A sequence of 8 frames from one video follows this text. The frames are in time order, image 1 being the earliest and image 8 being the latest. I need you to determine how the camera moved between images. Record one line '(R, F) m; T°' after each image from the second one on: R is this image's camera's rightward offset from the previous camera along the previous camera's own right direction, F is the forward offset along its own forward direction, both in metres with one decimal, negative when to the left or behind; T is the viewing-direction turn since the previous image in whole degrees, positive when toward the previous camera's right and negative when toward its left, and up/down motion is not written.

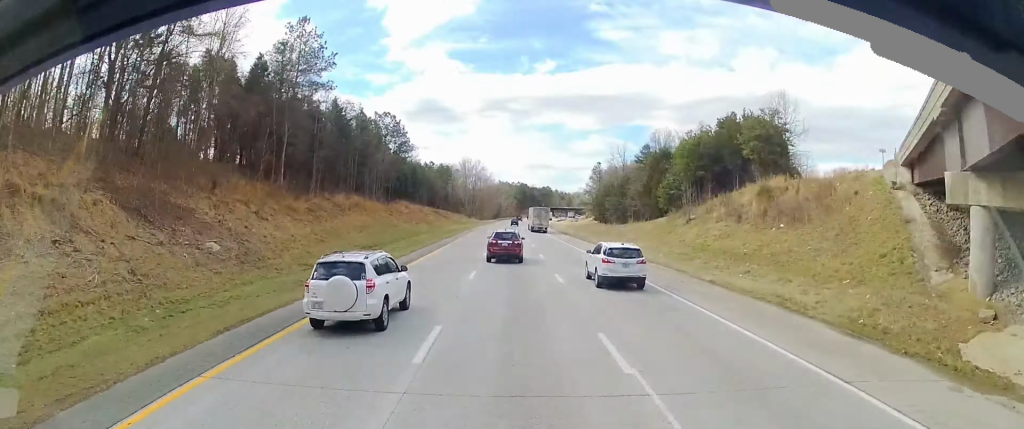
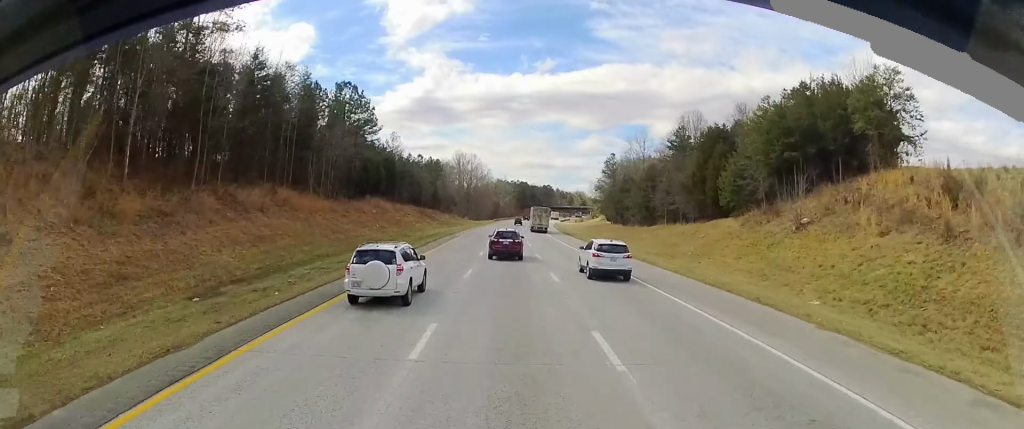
(+0.9, +24.5) m; +2°
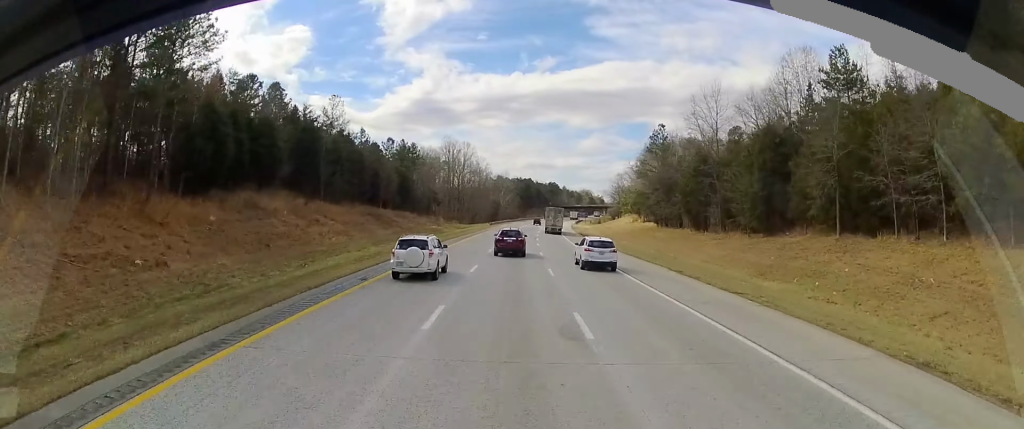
(+0.2, +46.5) m; 0°
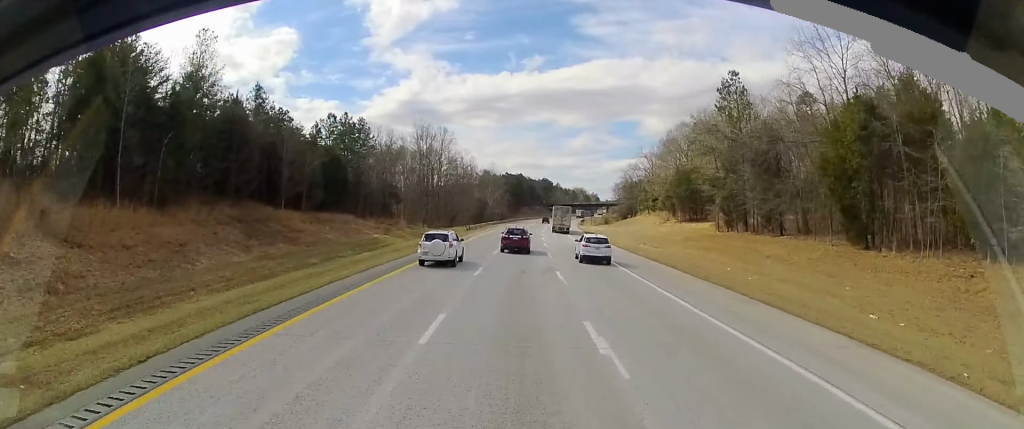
(0.0, +37.8) m; 0°
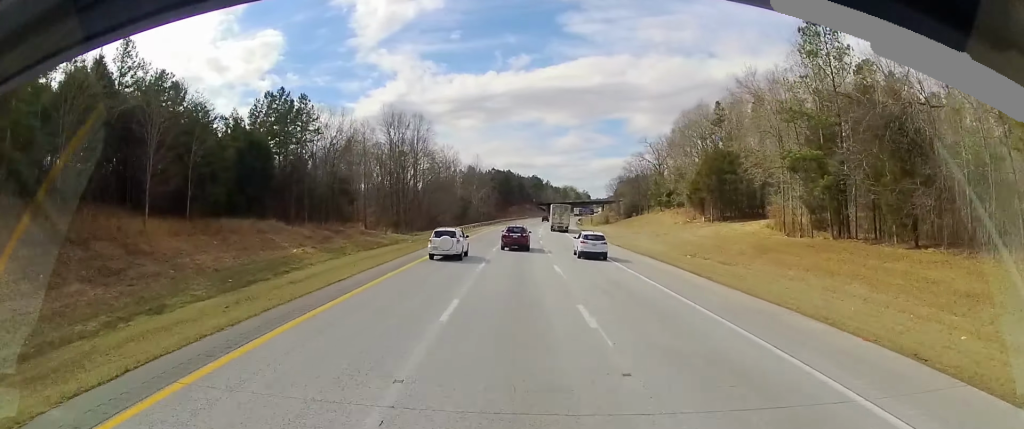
(0.0, +22.1) m; 0°
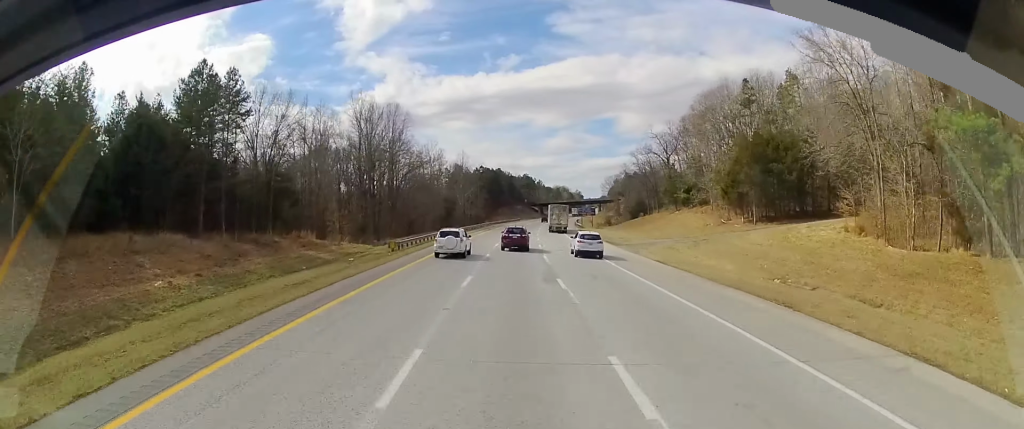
(0.0, +17.9) m; 0°
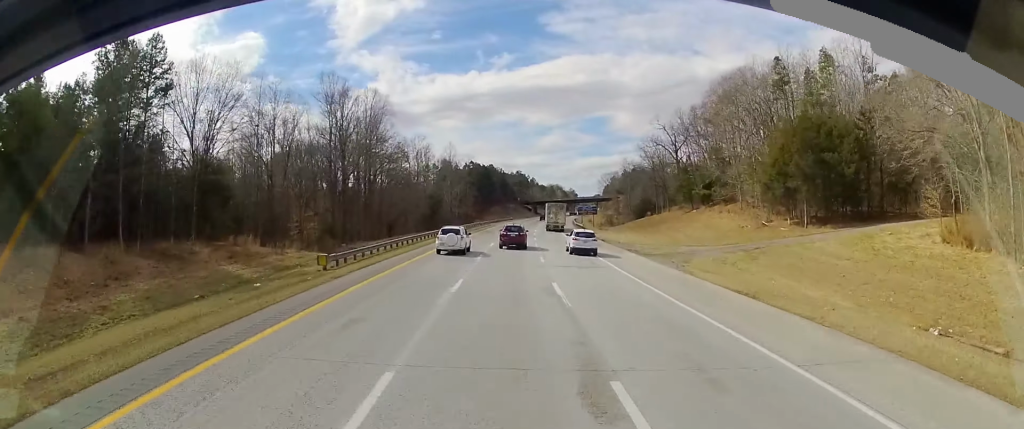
(0.0, +13.6) m; 0°
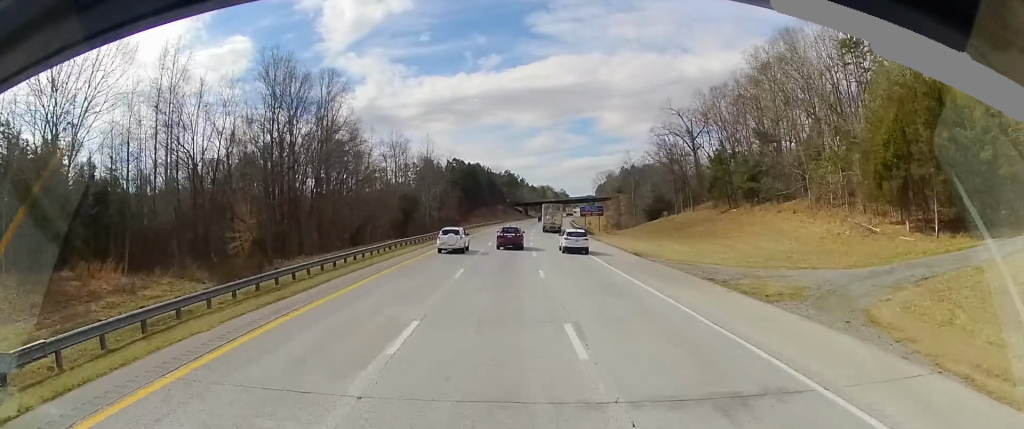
(0.0, +19.9) m; 0°
